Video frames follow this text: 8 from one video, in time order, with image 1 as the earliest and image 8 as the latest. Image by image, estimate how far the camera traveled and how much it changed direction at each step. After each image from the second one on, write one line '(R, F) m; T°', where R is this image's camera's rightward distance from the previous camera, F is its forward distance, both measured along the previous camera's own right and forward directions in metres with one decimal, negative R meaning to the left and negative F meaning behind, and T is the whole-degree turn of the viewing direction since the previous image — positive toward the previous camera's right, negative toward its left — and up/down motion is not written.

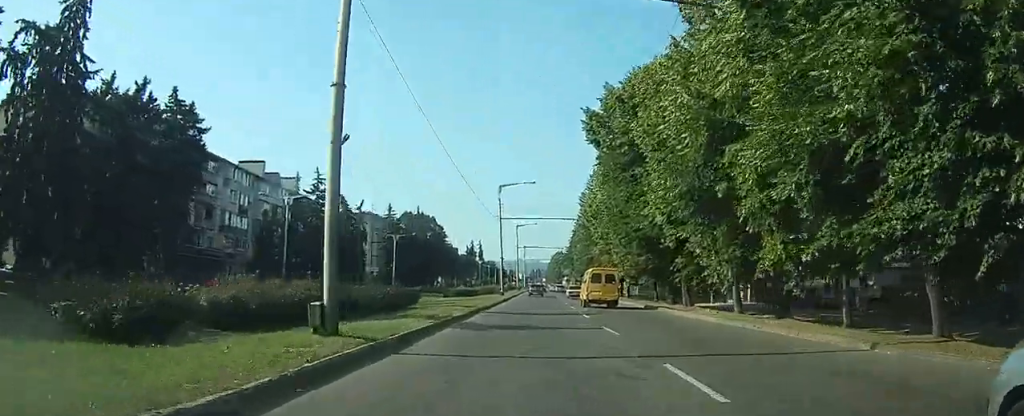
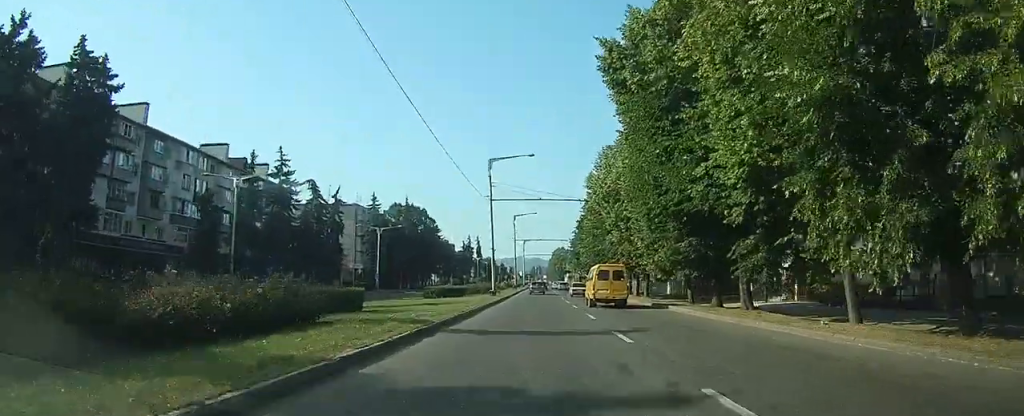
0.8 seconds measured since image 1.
(-0.4, +11.3) m; -2°
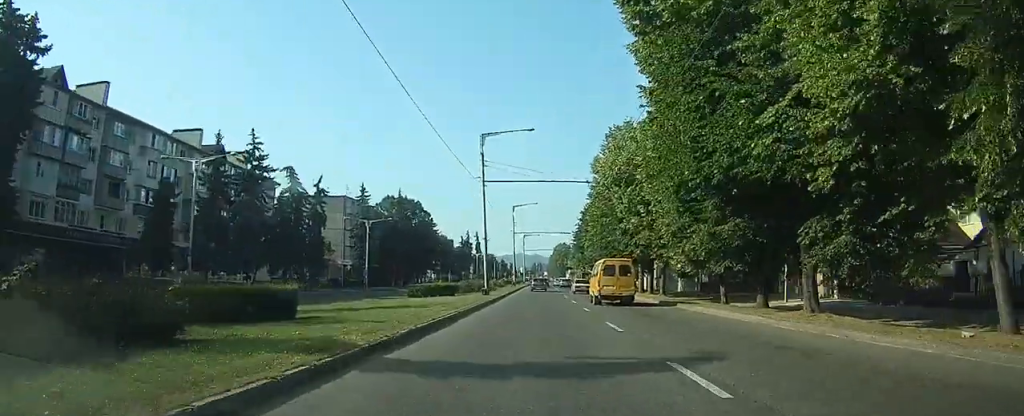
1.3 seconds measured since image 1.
(0.0, +6.6) m; 0°
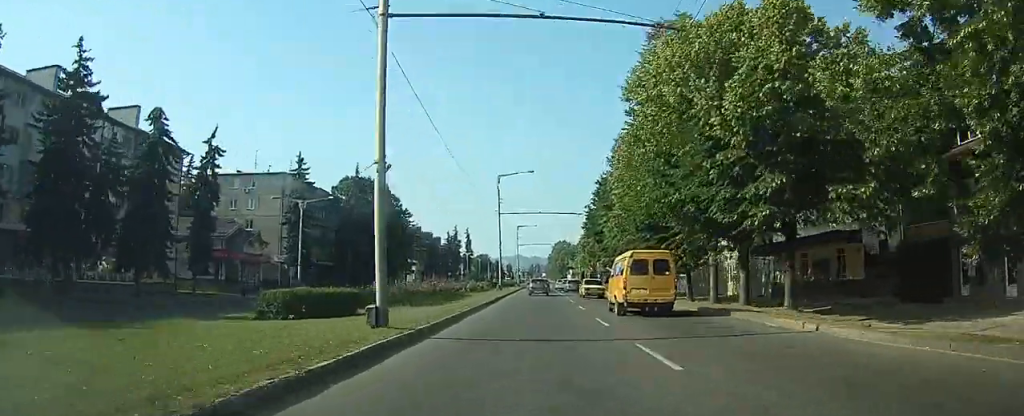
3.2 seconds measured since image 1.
(0.0, +23.7) m; 0°
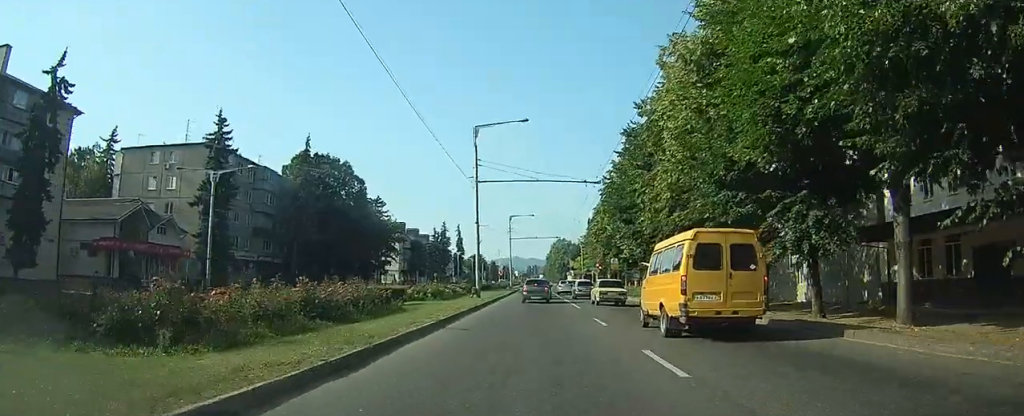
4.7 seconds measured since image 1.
(+0.1, +17.8) m; +1°
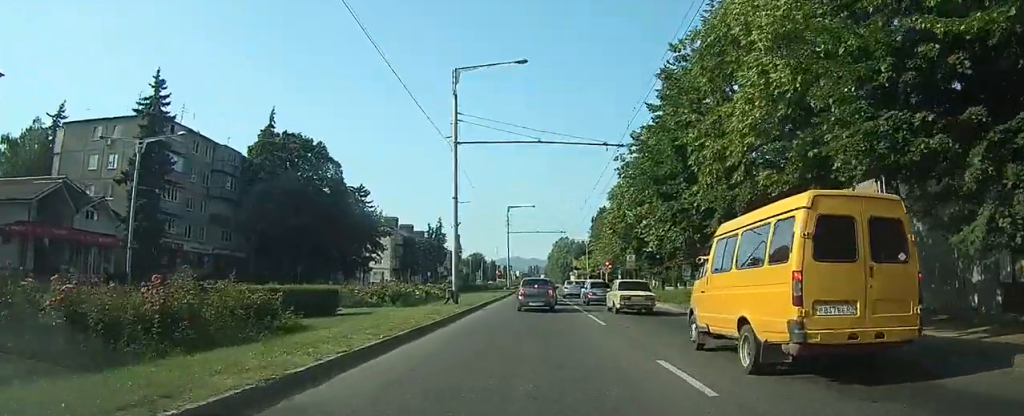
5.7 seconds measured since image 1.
(+0.1, +10.5) m; +1°
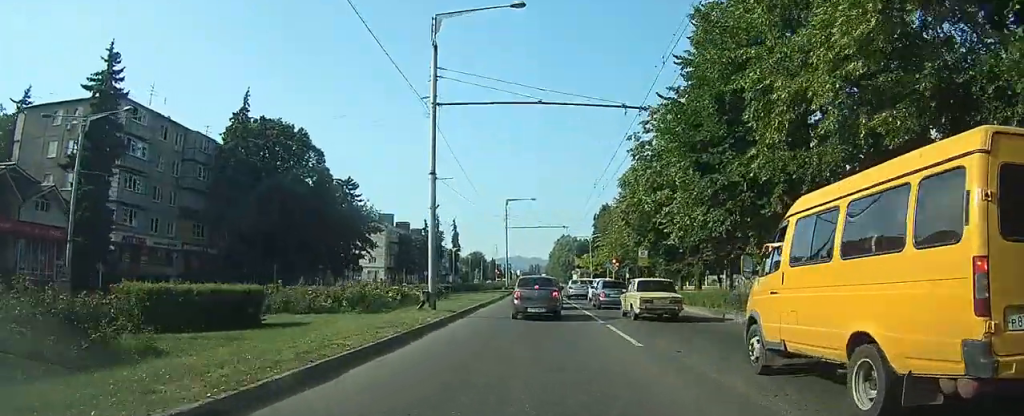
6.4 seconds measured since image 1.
(0.0, +6.2) m; 0°
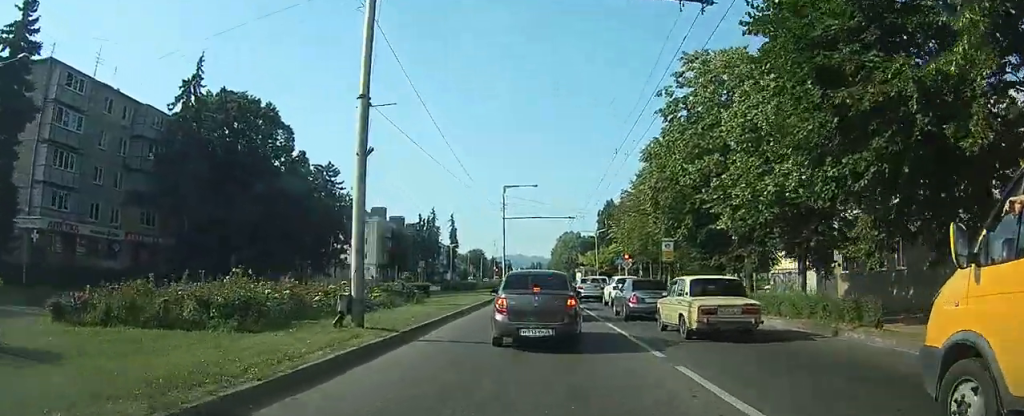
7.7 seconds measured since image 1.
(0.0, +9.9) m; 0°
